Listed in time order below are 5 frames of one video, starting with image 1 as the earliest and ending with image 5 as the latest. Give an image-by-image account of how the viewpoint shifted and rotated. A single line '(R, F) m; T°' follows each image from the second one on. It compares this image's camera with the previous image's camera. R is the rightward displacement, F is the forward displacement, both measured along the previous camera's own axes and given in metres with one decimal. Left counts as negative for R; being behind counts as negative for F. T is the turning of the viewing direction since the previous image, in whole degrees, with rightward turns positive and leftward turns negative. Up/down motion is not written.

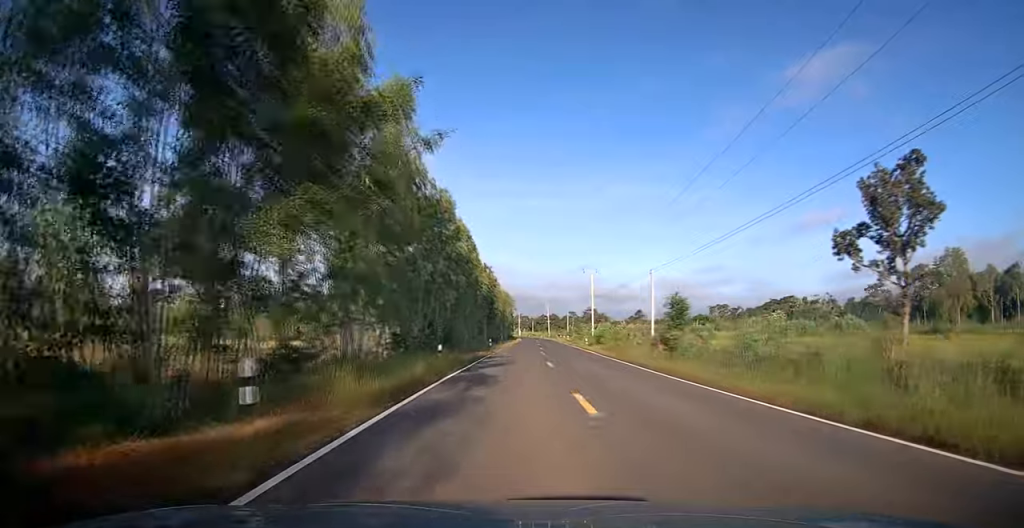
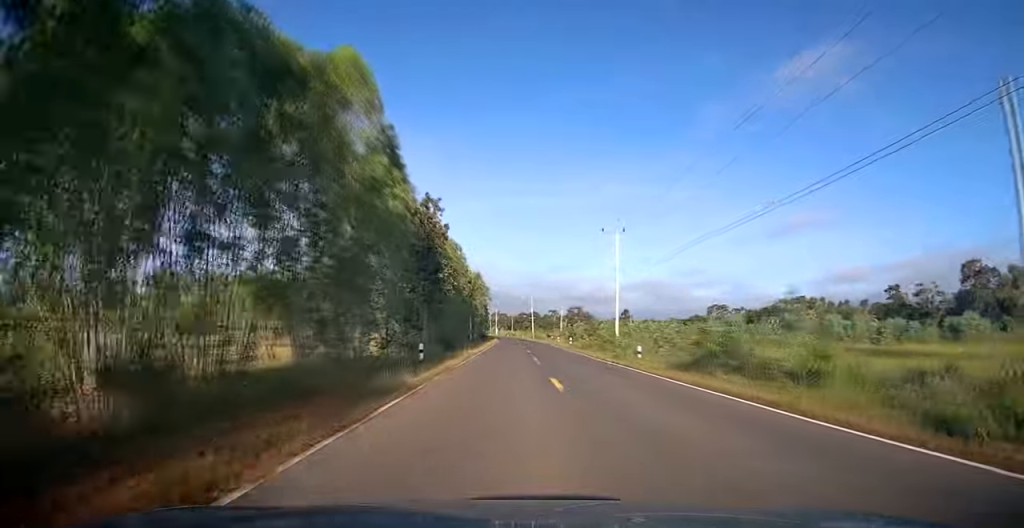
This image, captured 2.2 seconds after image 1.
(+1.0, +32.0) m; +3°
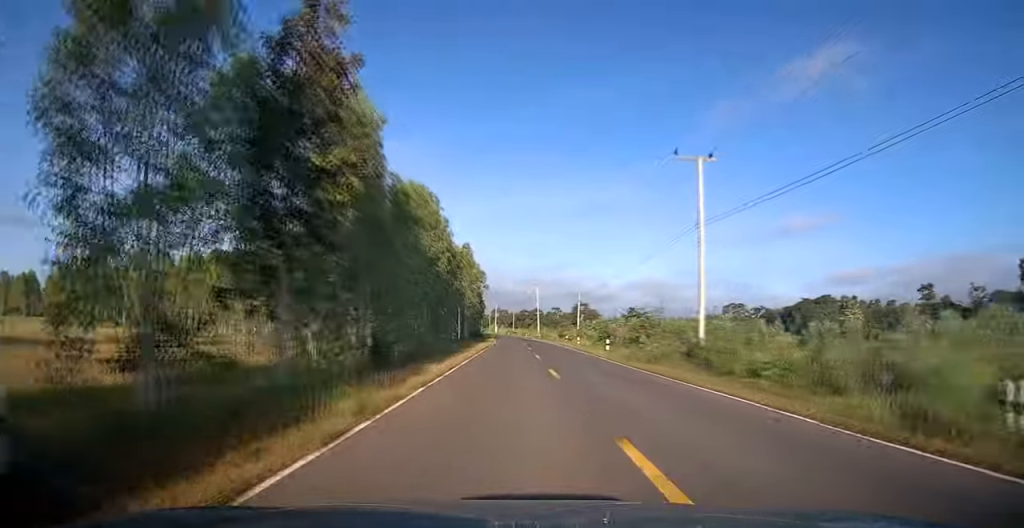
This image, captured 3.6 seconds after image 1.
(0.0, +21.0) m; 0°
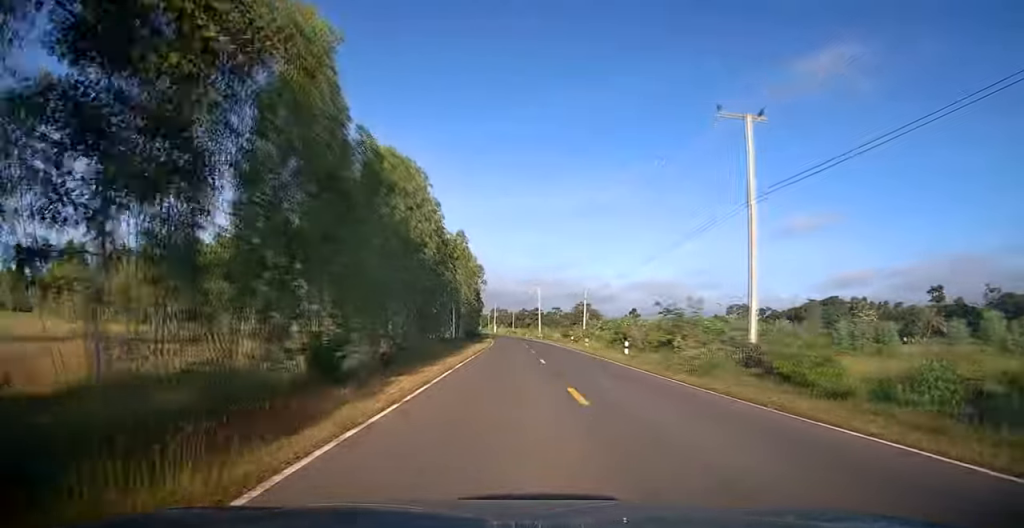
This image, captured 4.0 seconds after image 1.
(0.0, +5.9) m; 0°
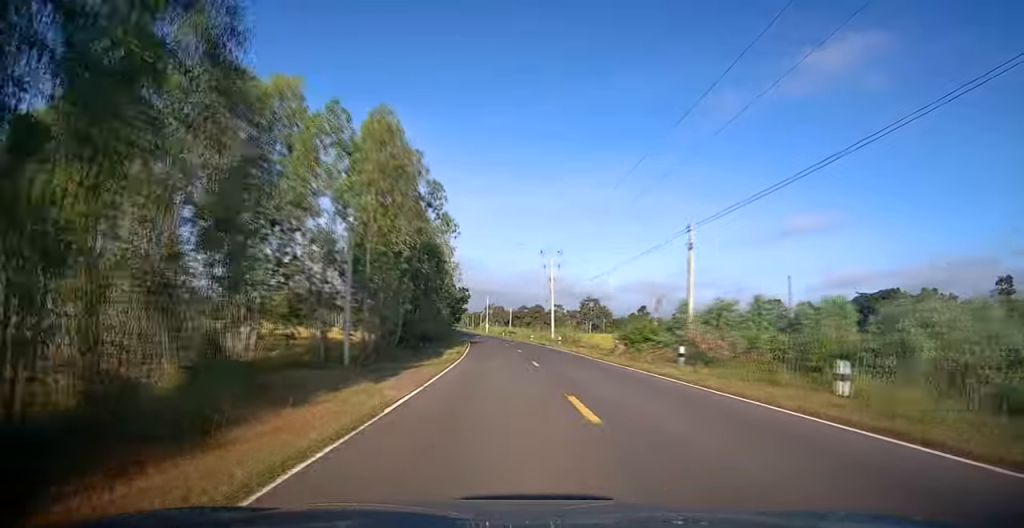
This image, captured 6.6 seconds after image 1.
(0.0, +37.7) m; 0°
